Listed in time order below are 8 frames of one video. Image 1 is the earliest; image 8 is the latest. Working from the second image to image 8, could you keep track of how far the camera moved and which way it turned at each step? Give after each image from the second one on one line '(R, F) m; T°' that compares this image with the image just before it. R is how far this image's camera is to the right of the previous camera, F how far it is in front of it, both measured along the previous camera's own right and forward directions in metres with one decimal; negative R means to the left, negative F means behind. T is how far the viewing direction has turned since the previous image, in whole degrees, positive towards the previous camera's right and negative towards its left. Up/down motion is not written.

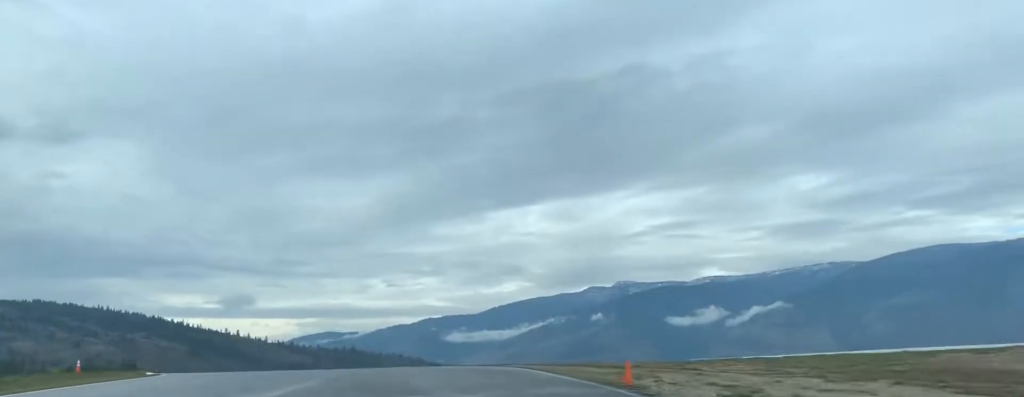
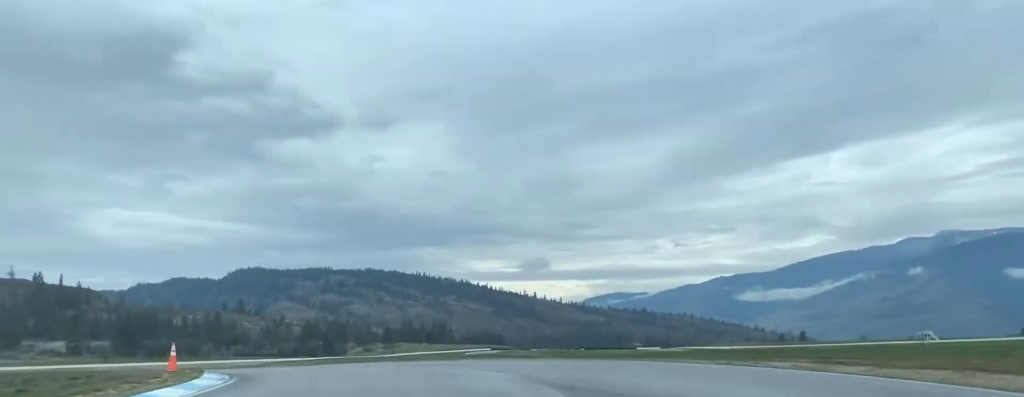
(-4.9, +25.4) m; -26°
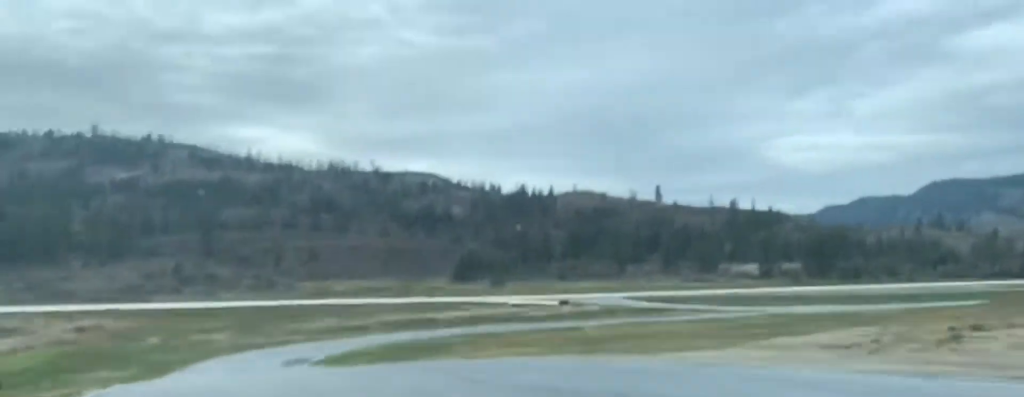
(-16.7, +40.5) m; -41°
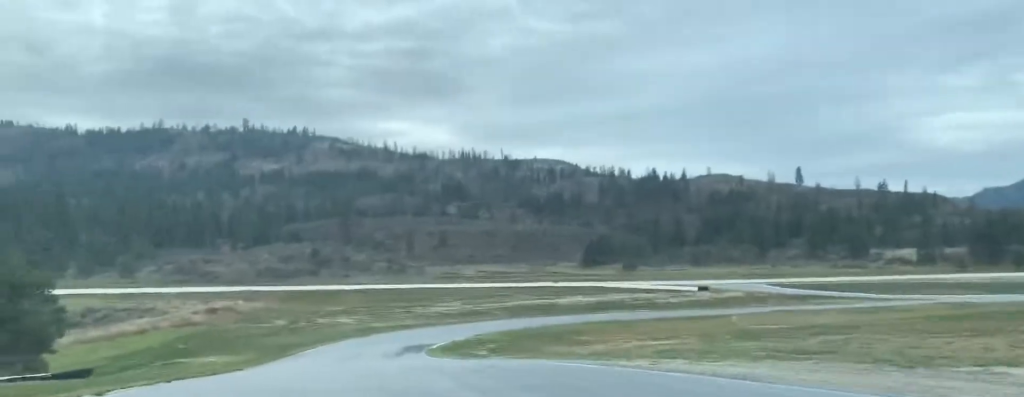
(-0.2, +11.0) m; -8°
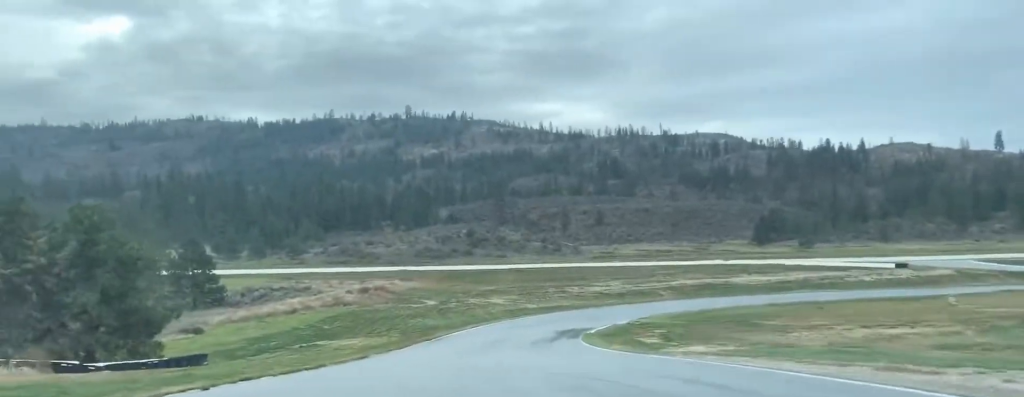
(-1.4, +11.0) m; -6°
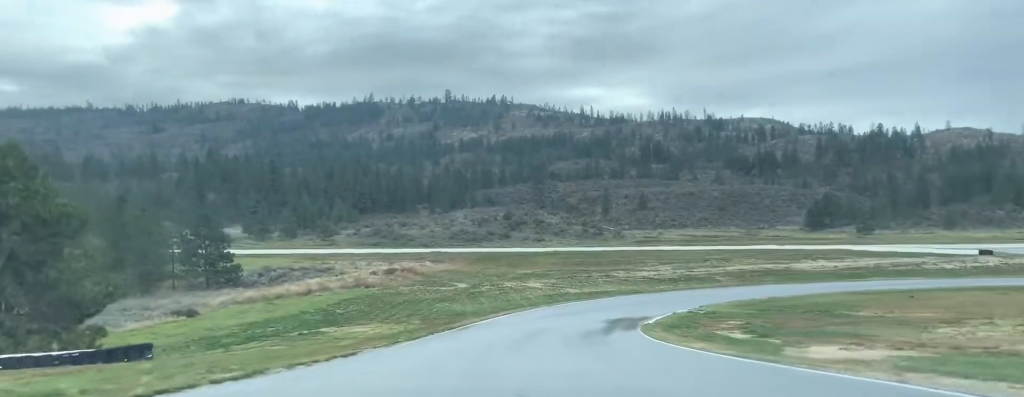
(-0.5, +11.9) m; -6°
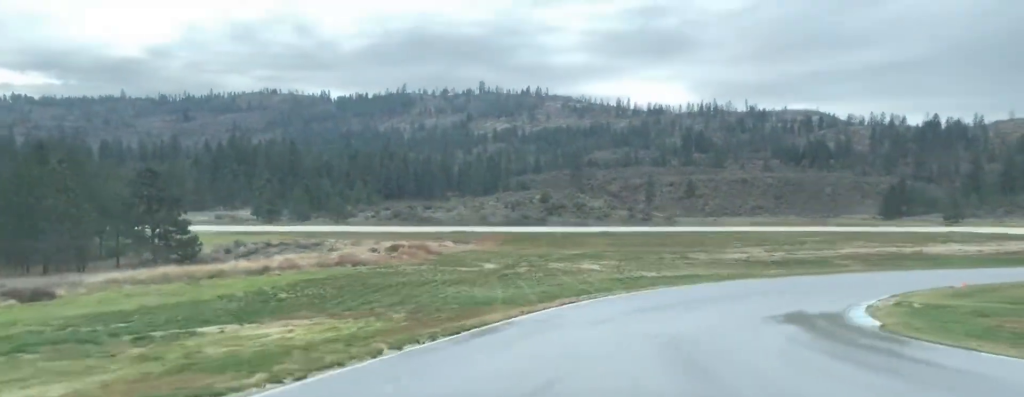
(-1.4, +28.1) m; +2°
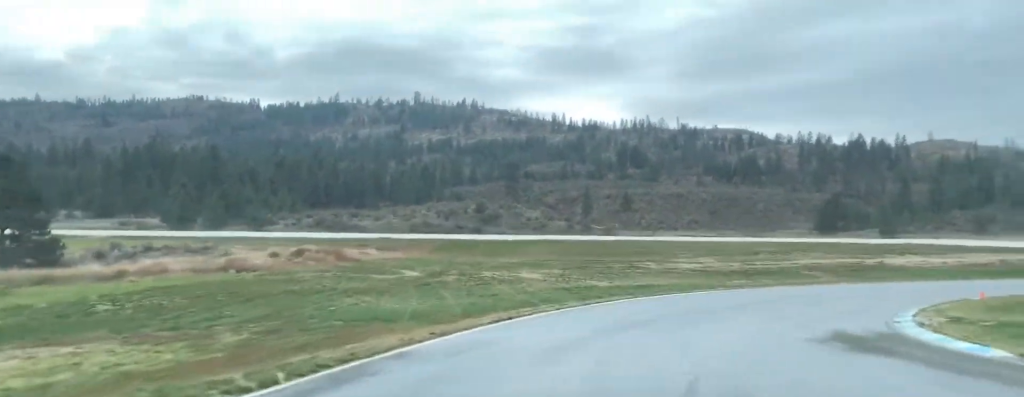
(-0.1, +11.8) m; +6°
